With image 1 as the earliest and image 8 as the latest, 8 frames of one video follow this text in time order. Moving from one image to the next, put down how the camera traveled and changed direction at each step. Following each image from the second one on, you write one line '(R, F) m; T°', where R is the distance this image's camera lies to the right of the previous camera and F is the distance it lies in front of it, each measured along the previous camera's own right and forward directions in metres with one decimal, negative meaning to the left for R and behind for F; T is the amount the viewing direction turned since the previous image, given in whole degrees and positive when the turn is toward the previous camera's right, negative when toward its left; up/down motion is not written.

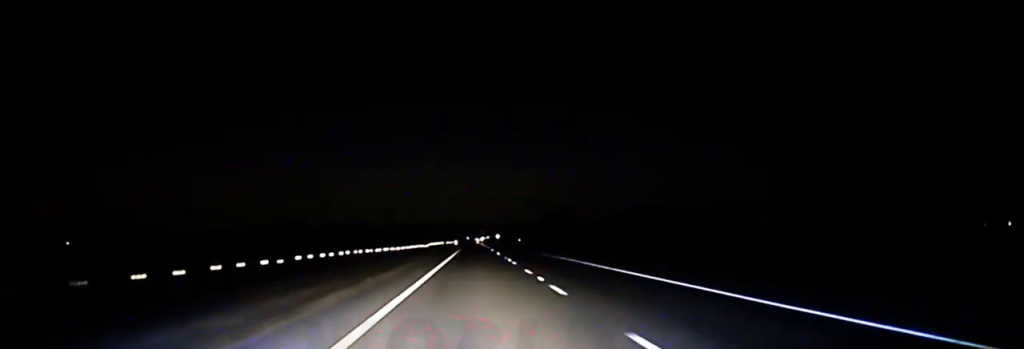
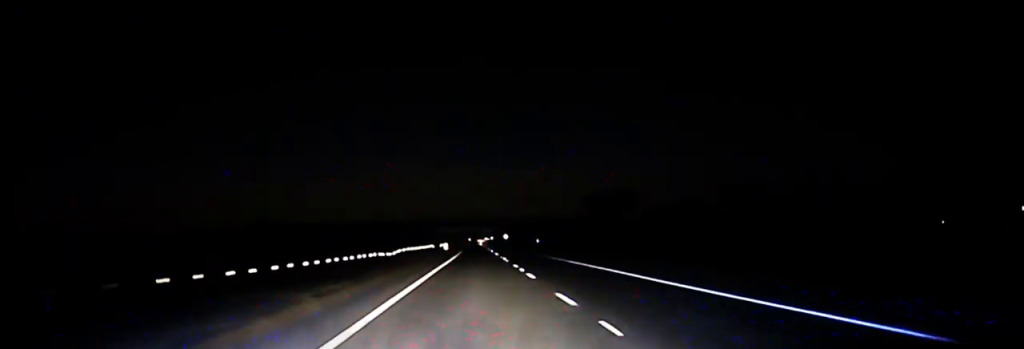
(-0.1, +91.4) m; 0°
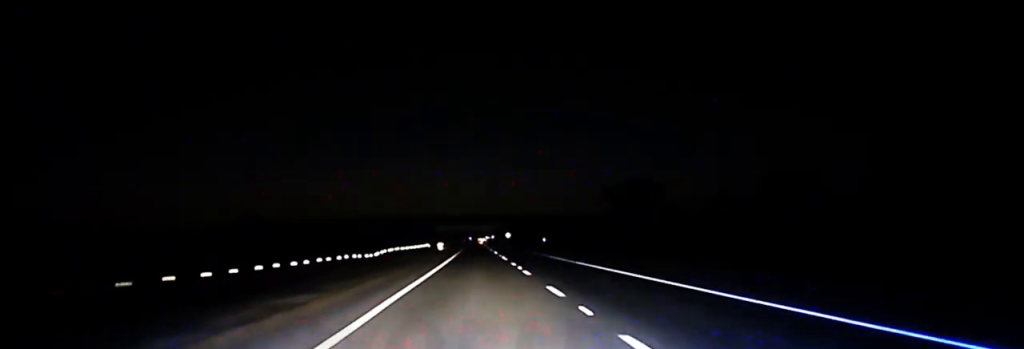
(0.0, +23.4) m; 0°
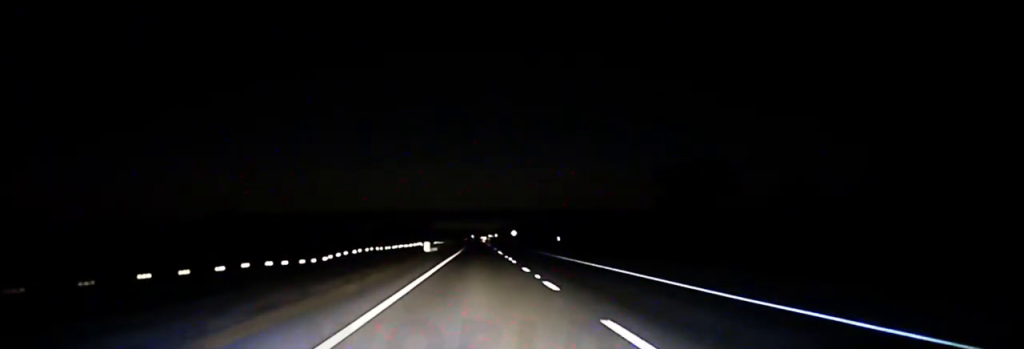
(0.0, +31.6) m; 0°
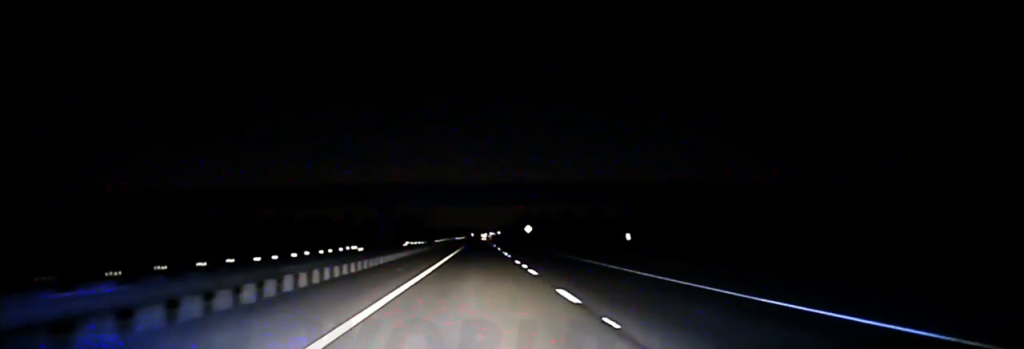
(-0.4, +81.6) m; 0°
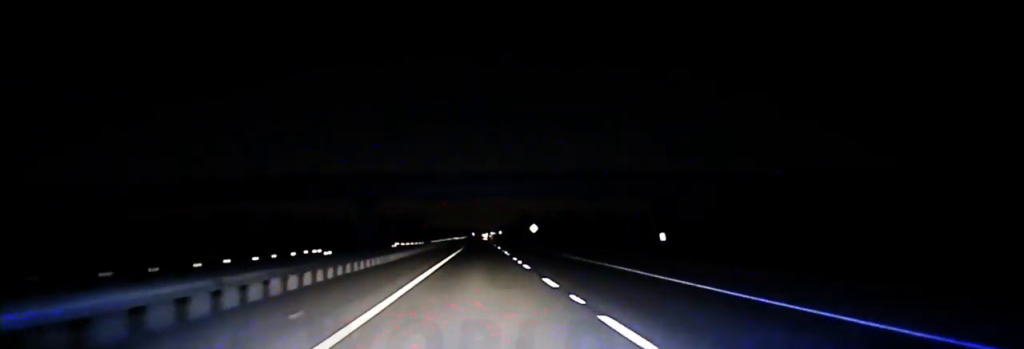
(0.0, +17.5) m; 0°
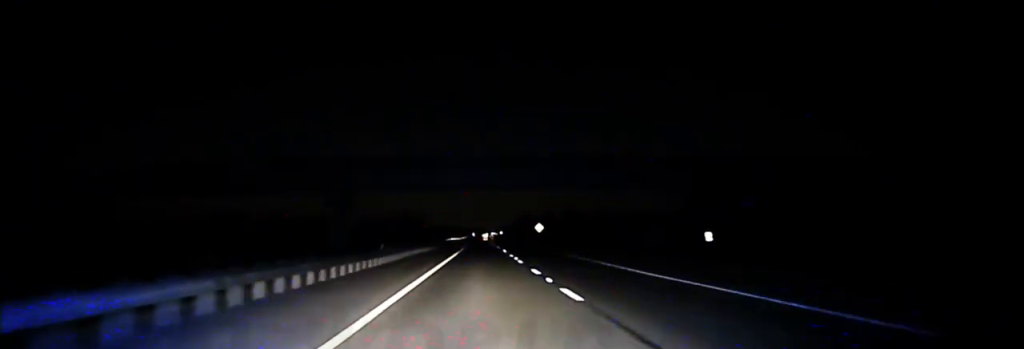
(0.0, +16.1) m; 0°
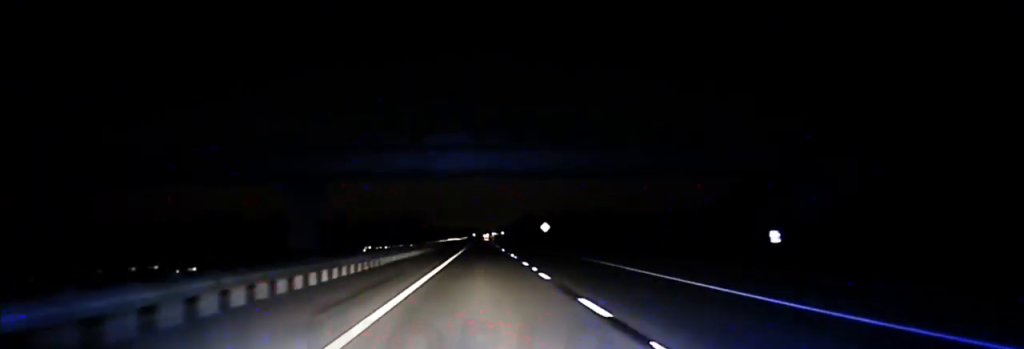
(0.0, +14.4) m; 0°
